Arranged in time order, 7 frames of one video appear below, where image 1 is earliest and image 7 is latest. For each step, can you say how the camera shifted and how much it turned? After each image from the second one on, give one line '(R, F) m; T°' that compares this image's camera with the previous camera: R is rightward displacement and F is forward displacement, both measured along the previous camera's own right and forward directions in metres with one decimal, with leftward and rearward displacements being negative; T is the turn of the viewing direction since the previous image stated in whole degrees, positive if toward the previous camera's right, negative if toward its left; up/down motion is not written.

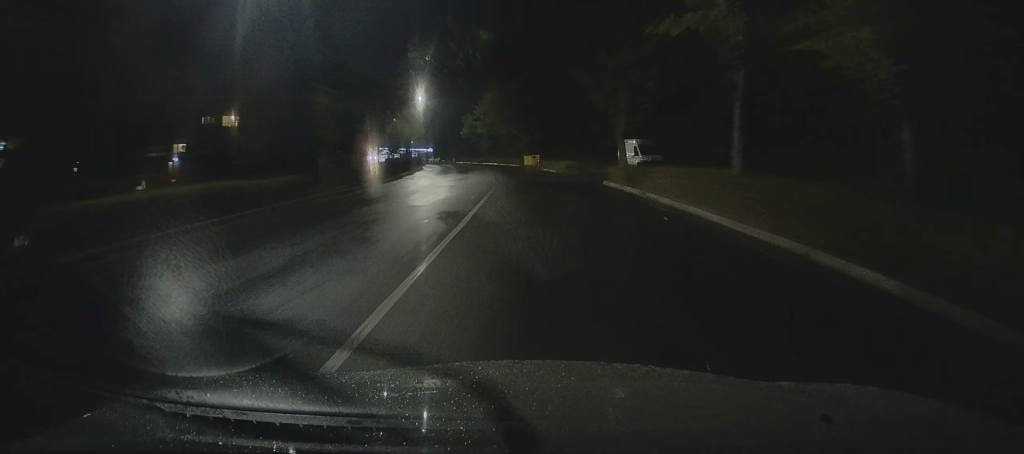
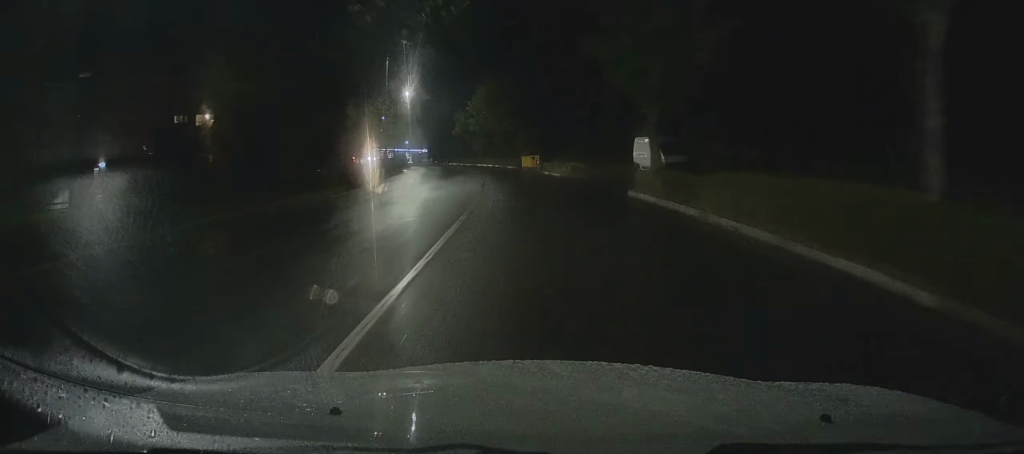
(+0.1, +8.3) m; 0°
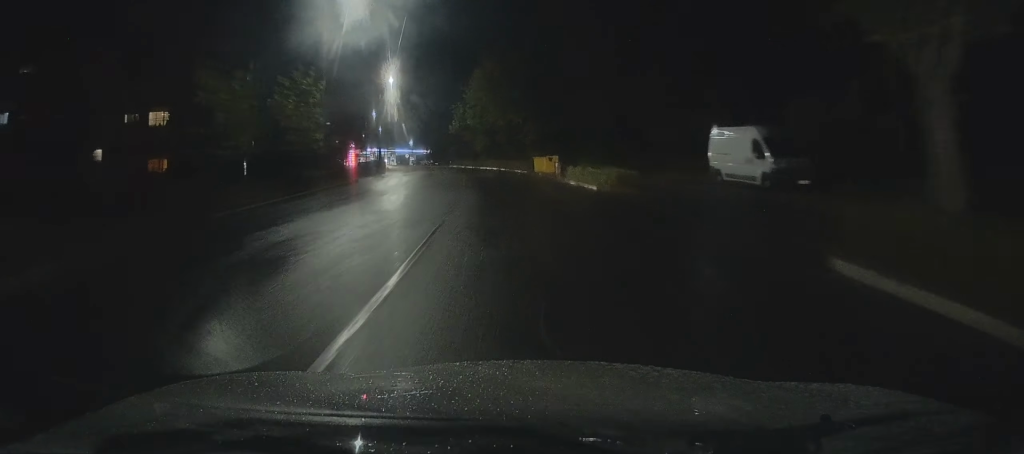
(0.0, +16.2) m; -1°
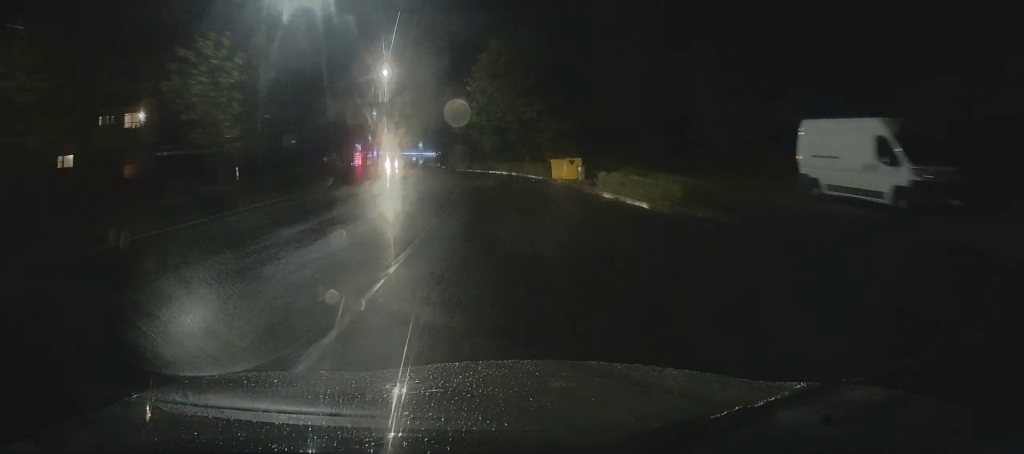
(0.0, +8.4) m; -1°
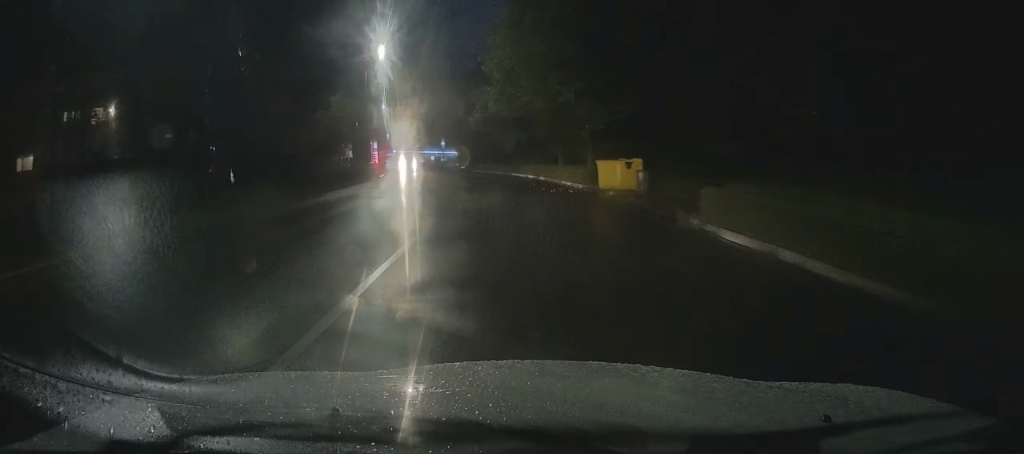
(-0.3, +11.2) m; -2°
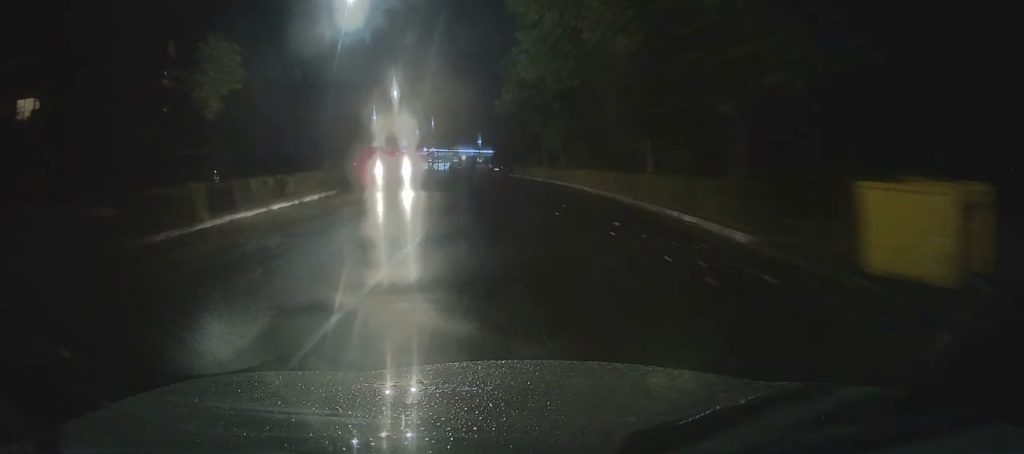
(-0.5, +16.6) m; -4°
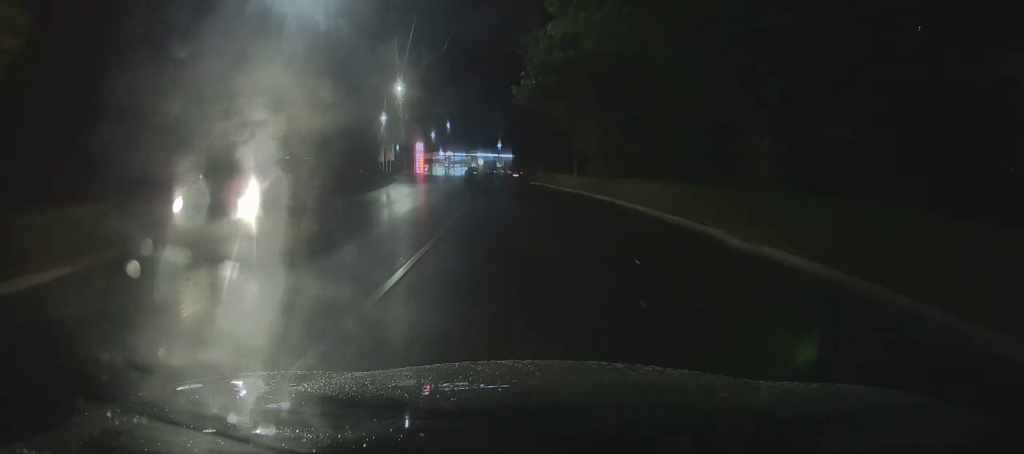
(-0.4, +8.5) m; -2°
